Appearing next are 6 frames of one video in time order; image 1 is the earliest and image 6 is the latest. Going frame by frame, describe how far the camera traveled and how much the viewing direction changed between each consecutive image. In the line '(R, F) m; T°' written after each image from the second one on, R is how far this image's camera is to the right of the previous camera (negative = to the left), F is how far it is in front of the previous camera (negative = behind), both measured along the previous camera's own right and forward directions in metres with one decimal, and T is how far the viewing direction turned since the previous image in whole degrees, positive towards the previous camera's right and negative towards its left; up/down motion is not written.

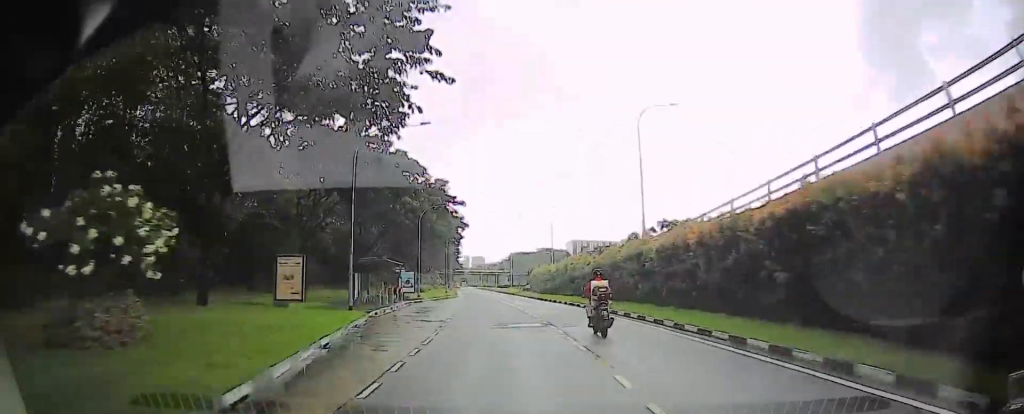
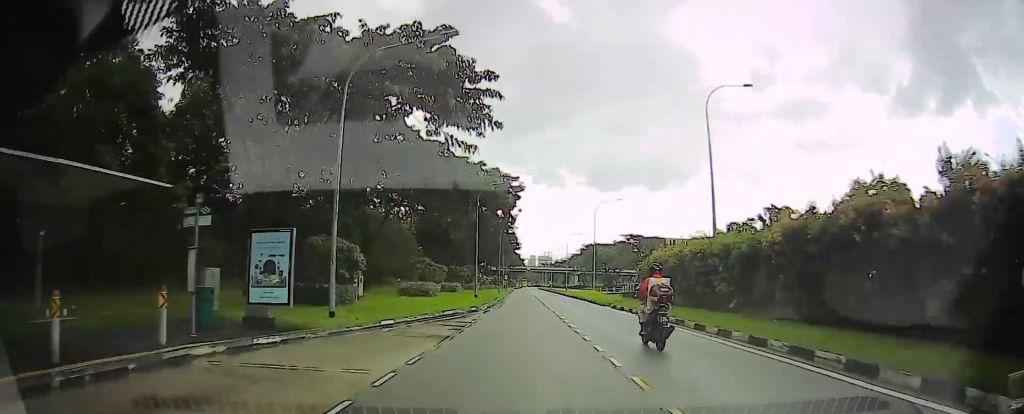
(0.0, +42.9) m; -3°
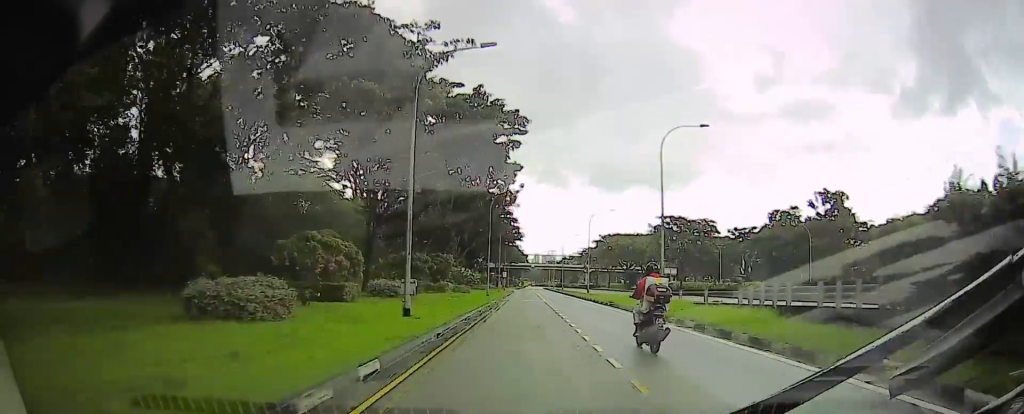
(-1.8, +28.2) m; -6°
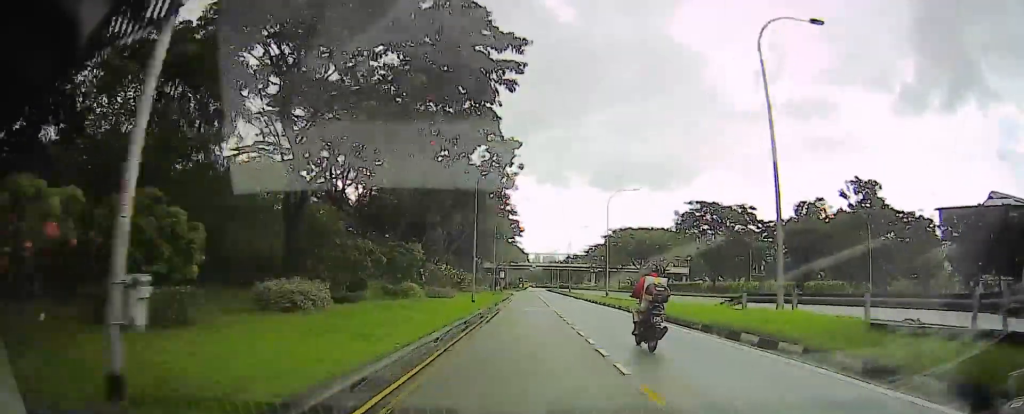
(-0.1, +14.1) m; 0°
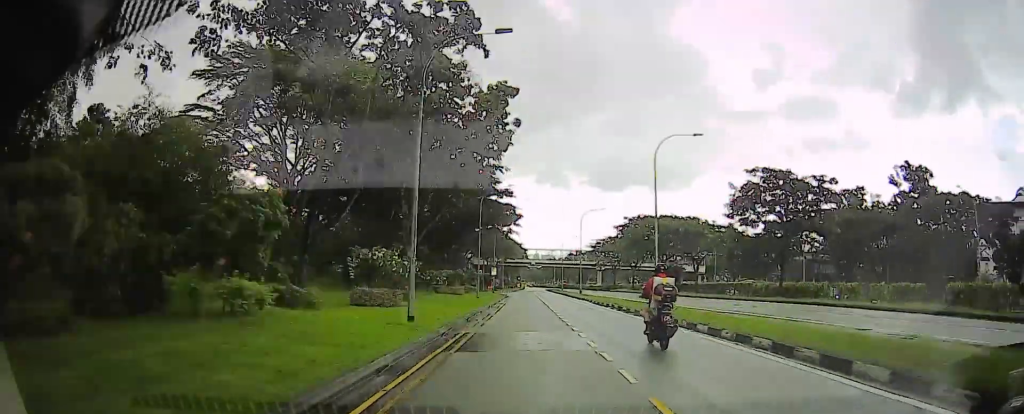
(0.0, +17.9) m; 0°
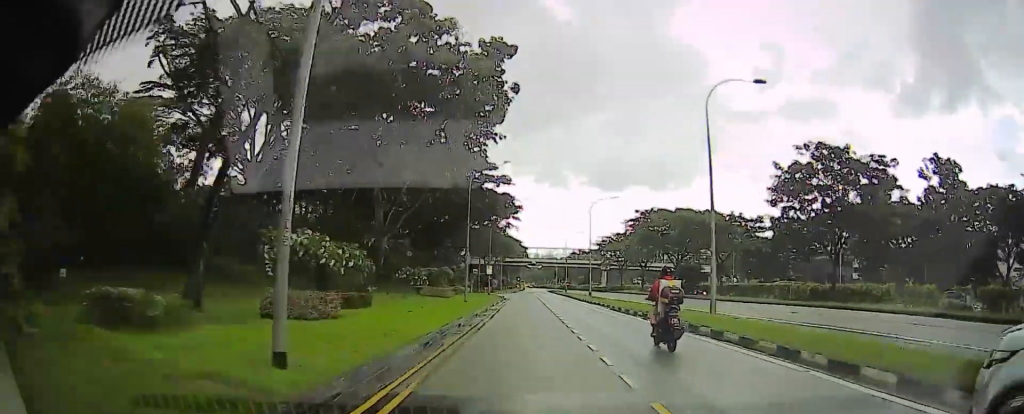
(0.0, +8.4) m; 0°
